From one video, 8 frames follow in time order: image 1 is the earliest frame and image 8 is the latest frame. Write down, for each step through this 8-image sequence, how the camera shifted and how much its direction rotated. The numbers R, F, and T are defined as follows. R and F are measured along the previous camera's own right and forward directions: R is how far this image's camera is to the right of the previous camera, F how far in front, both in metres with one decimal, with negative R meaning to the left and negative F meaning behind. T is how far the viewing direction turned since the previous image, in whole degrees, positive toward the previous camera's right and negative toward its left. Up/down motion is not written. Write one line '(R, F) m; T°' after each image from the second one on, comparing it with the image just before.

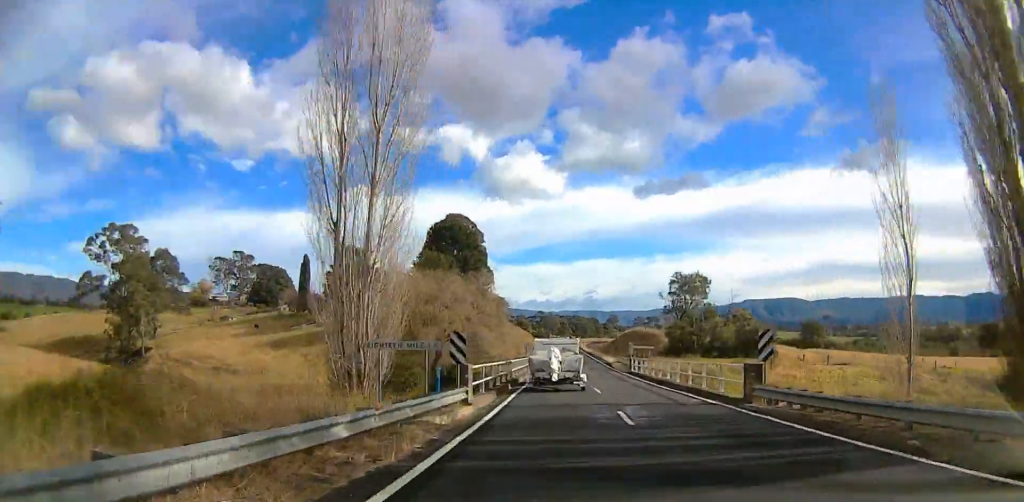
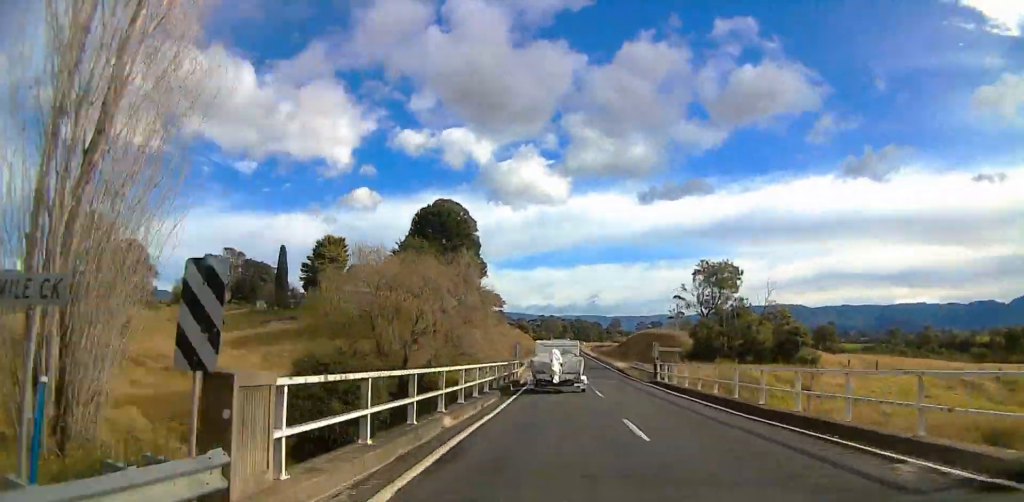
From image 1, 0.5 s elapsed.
(0.0, +13.4) m; 0°
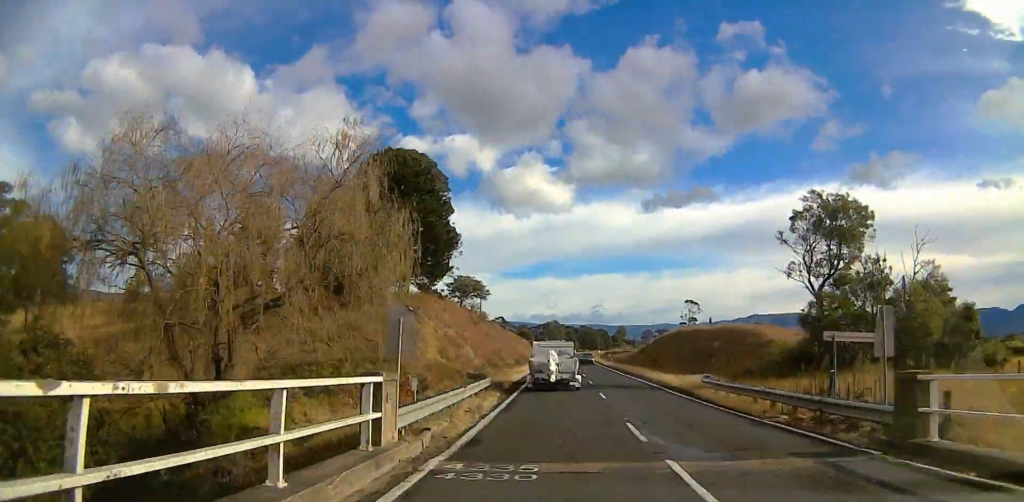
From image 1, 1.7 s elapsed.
(0.0, +29.4) m; 0°
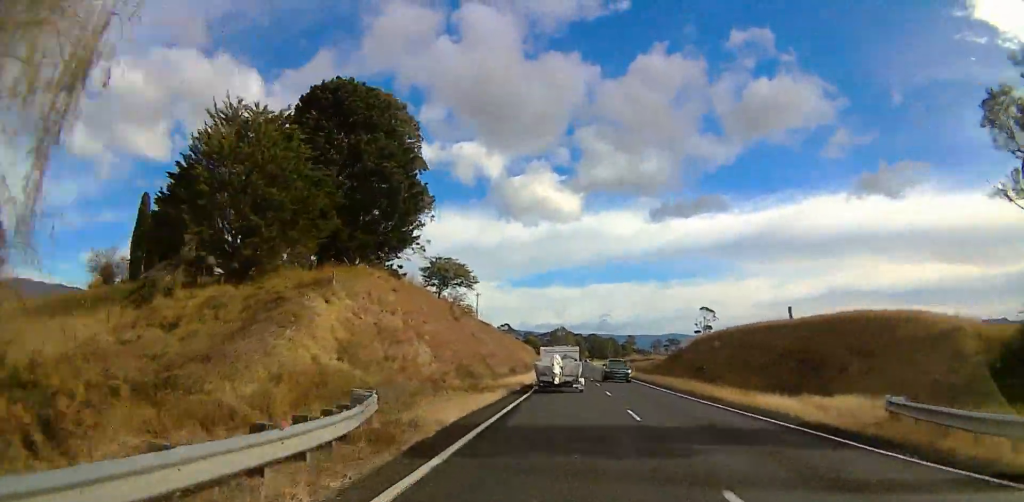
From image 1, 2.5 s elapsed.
(0.0, +20.3) m; 0°
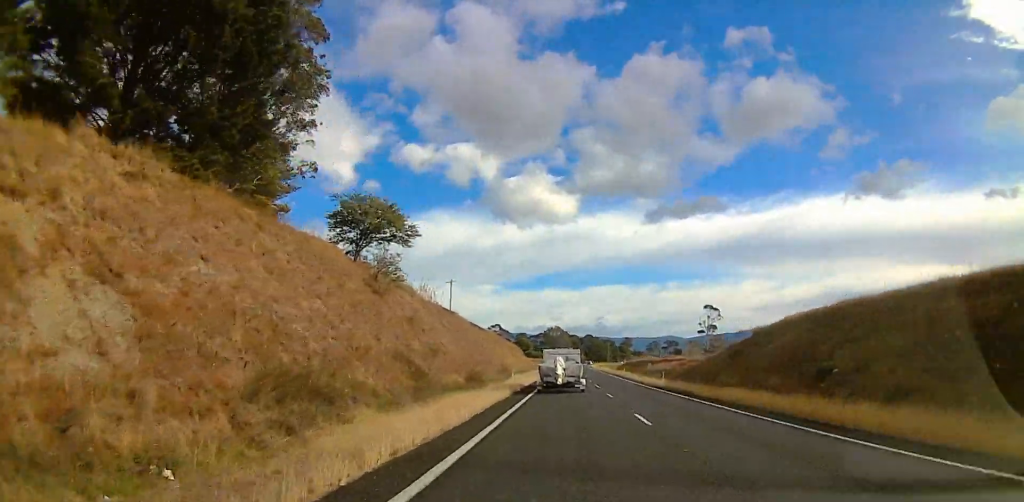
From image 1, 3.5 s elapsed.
(0.0, +24.6) m; 0°
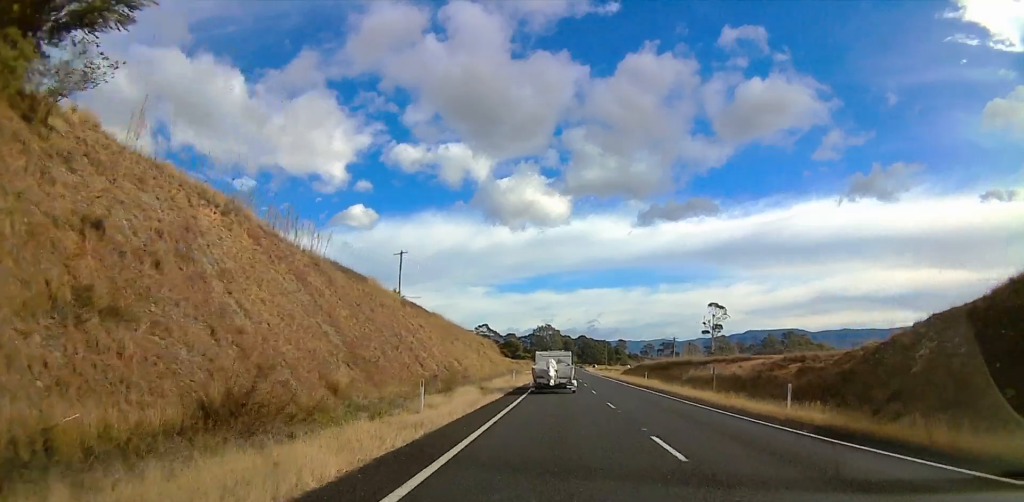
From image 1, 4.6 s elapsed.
(0.0, +29.1) m; 0°
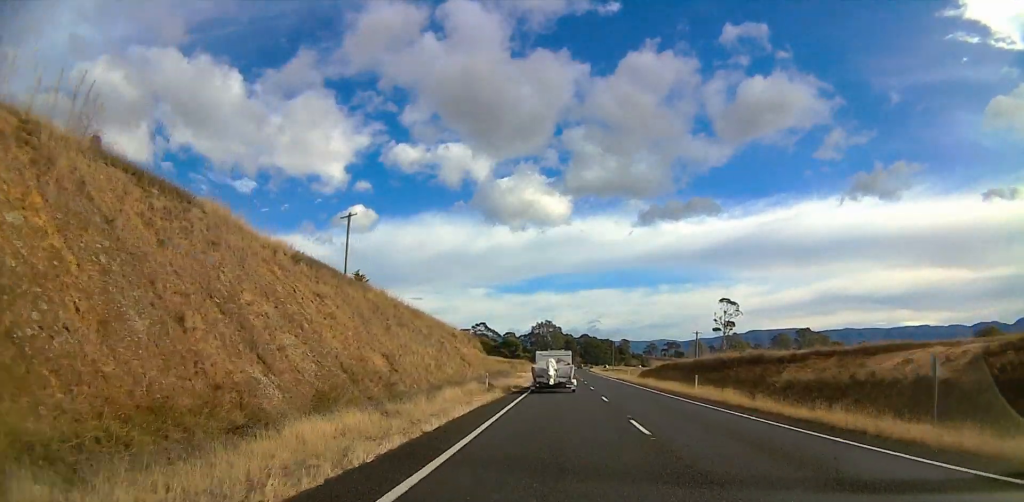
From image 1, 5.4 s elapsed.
(0.0, +19.8) m; -1°
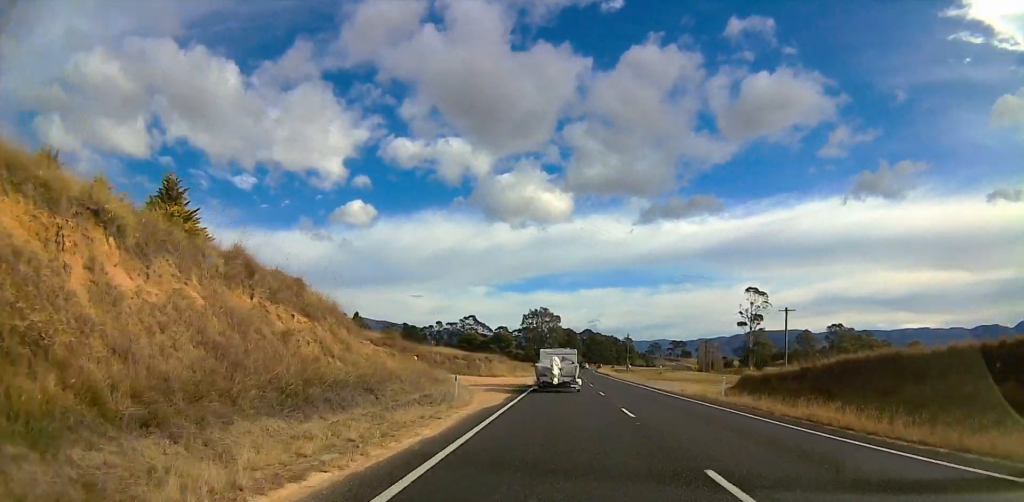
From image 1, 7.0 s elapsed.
(-0.3, +42.7) m; +1°
